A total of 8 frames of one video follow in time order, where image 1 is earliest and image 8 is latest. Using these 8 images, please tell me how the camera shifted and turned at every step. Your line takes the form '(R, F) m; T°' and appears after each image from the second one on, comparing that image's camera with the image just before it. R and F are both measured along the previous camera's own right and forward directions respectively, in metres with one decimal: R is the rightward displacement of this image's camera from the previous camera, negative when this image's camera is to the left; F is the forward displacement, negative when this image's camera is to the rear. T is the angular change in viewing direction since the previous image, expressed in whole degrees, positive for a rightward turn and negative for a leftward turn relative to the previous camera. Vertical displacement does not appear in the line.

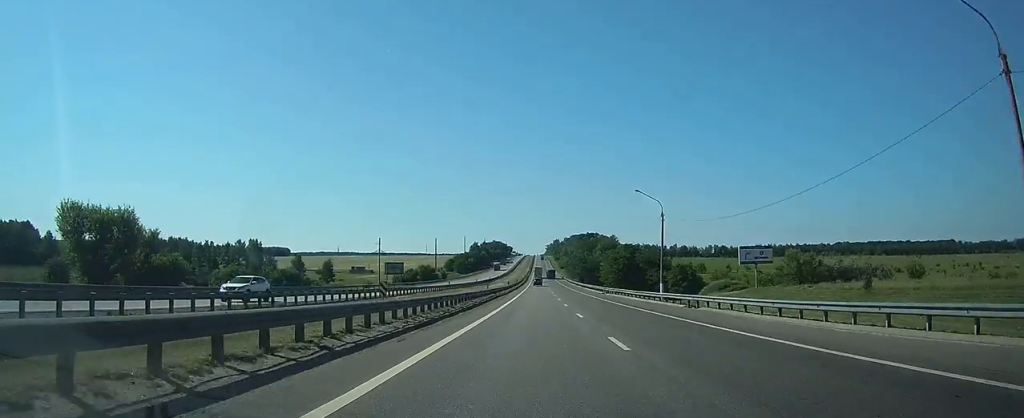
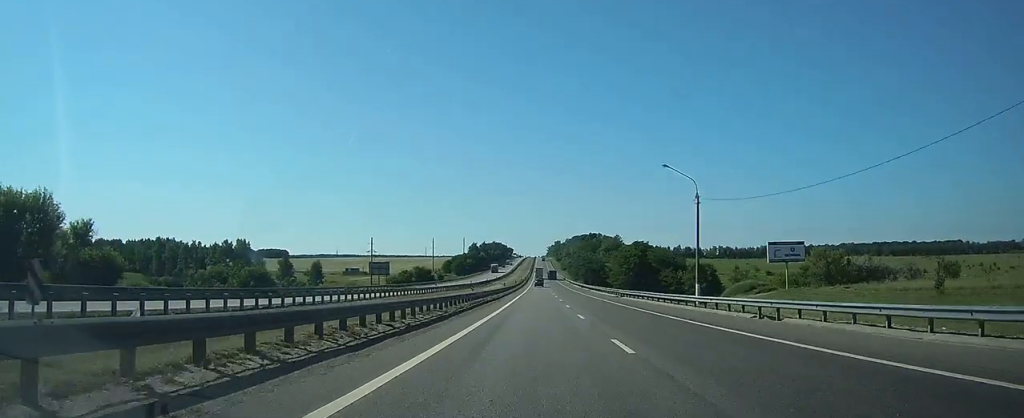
(0.0, +12.3) m; 0°
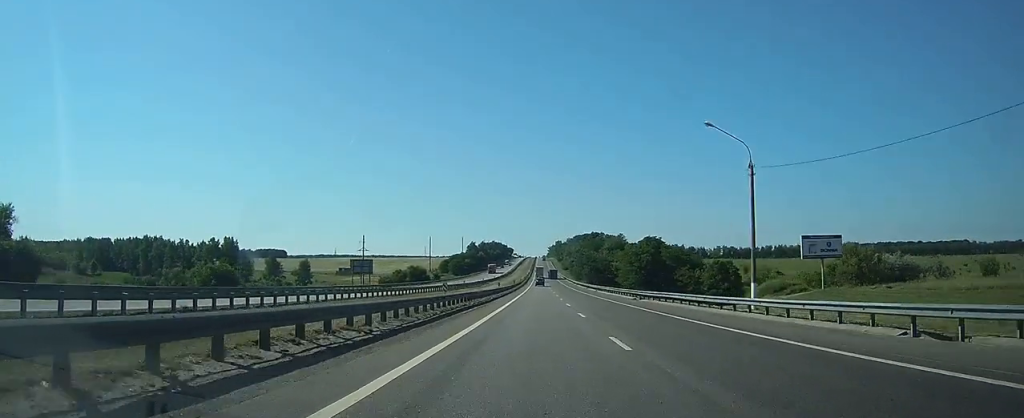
(0.0, +11.4) m; 0°
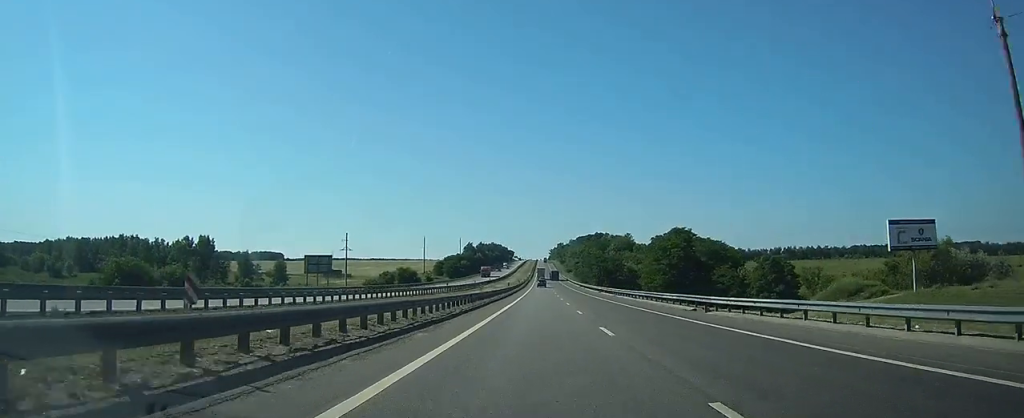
(0.0, +20.1) m; 0°
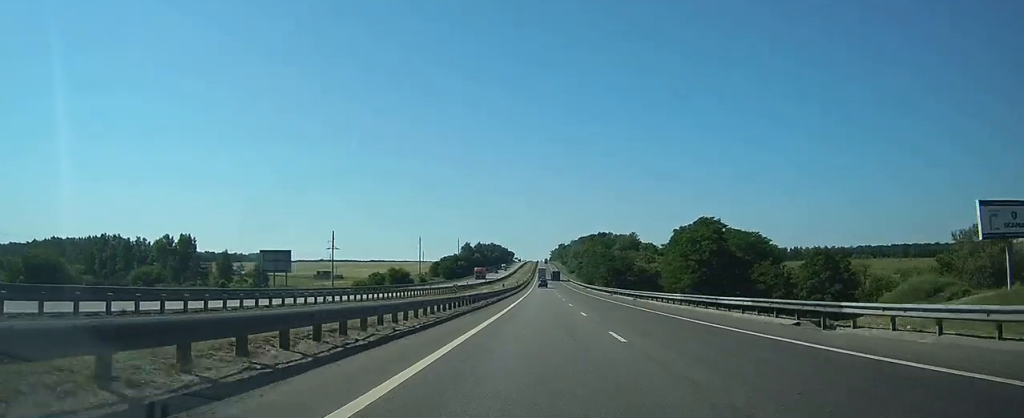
(0.0, +13.5) m; 0°
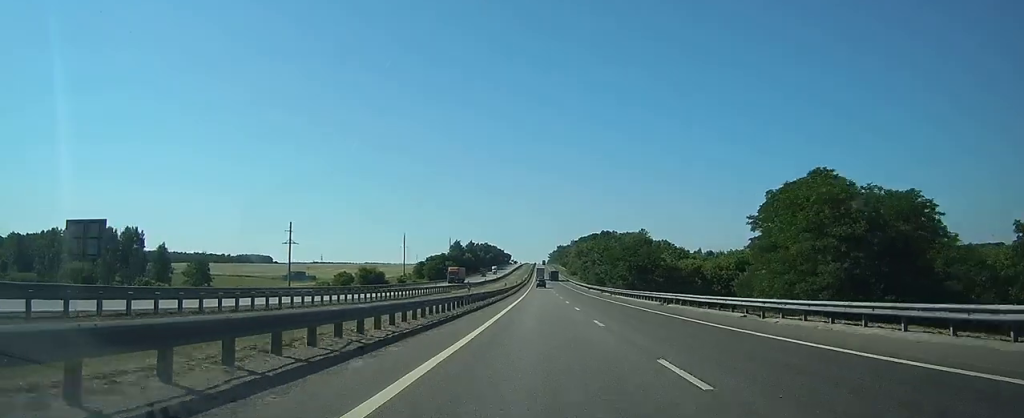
(0.0, +30.0) m; 0°
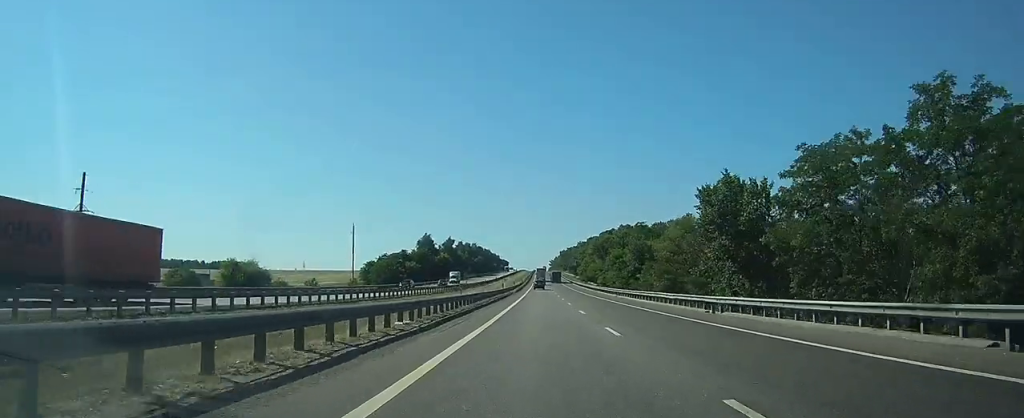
(+0.5, +74.2) m; +1°
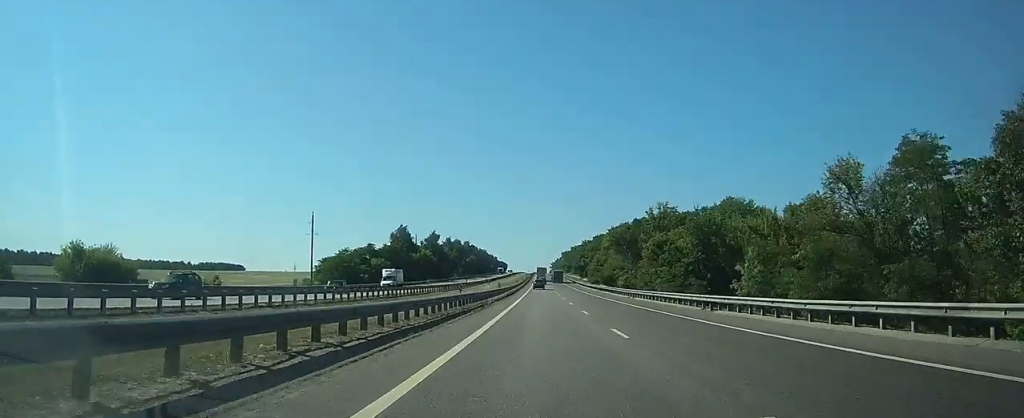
(-0.1, +36.7) m; 0°
